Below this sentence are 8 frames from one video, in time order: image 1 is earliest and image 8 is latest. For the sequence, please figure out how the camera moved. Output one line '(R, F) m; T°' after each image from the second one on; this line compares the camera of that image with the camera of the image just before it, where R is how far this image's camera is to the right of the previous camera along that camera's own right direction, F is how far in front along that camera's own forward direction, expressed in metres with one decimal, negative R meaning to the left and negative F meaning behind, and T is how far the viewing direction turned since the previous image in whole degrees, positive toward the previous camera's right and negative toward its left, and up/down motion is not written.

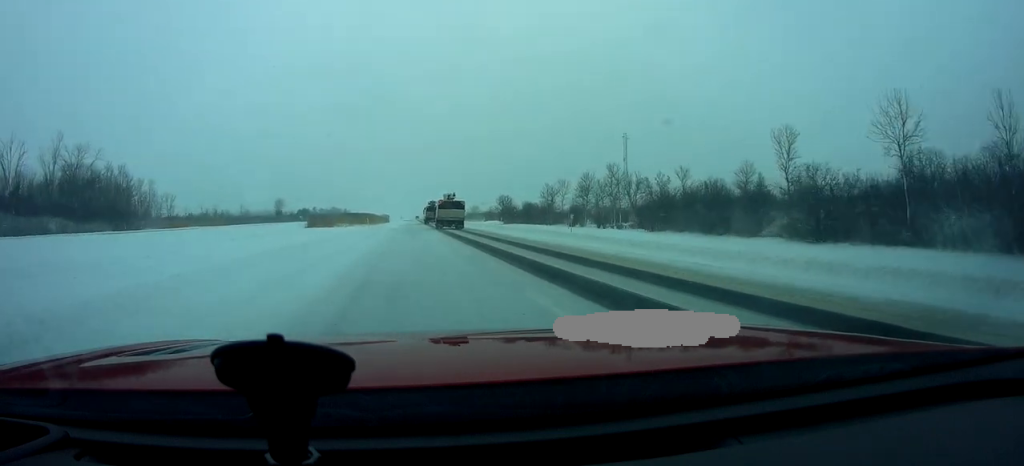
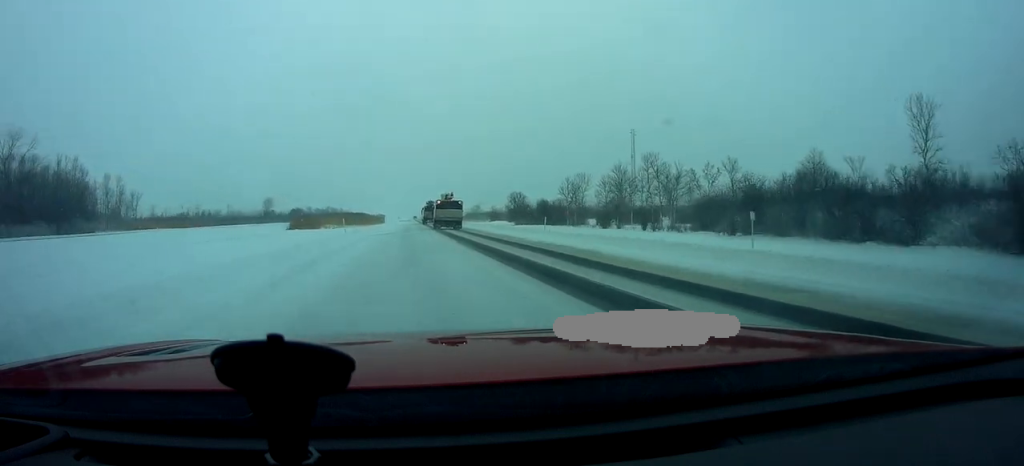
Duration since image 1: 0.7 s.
(+0.1, +16.0) m; 0°
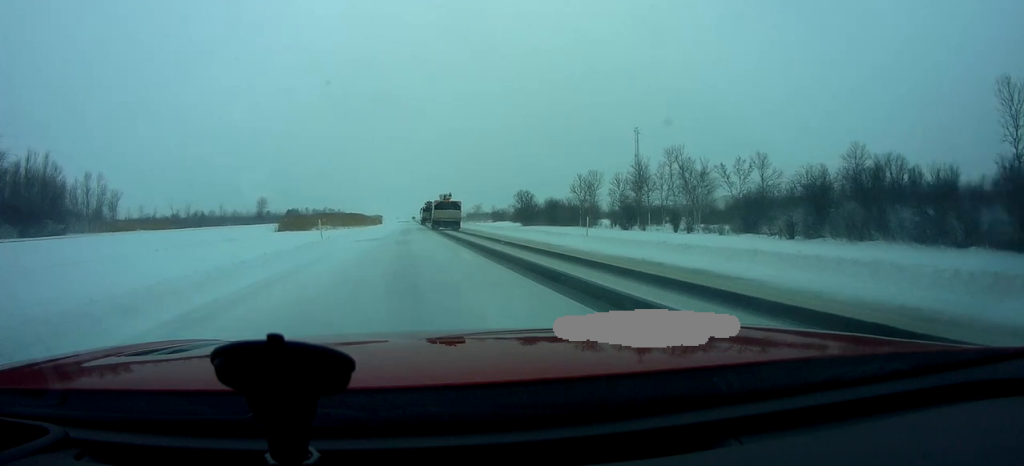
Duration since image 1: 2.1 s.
(-0.4, +28.2) m; -1°
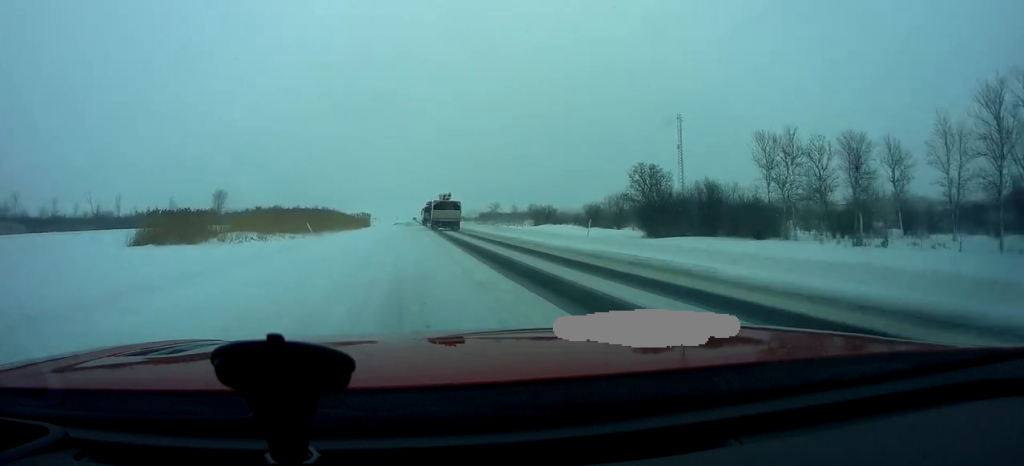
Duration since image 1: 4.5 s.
(0.0, +54.5) m; 0°
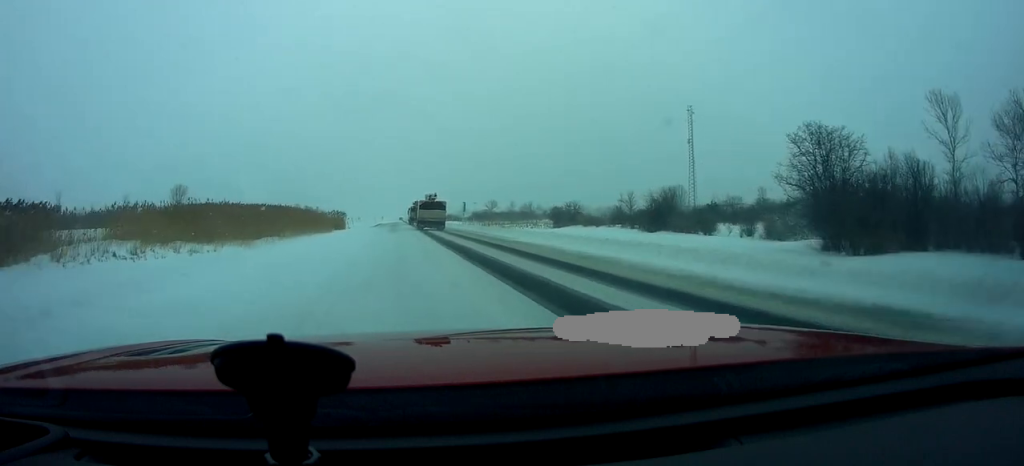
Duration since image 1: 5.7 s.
(-0.1, +26.8) m; 0°
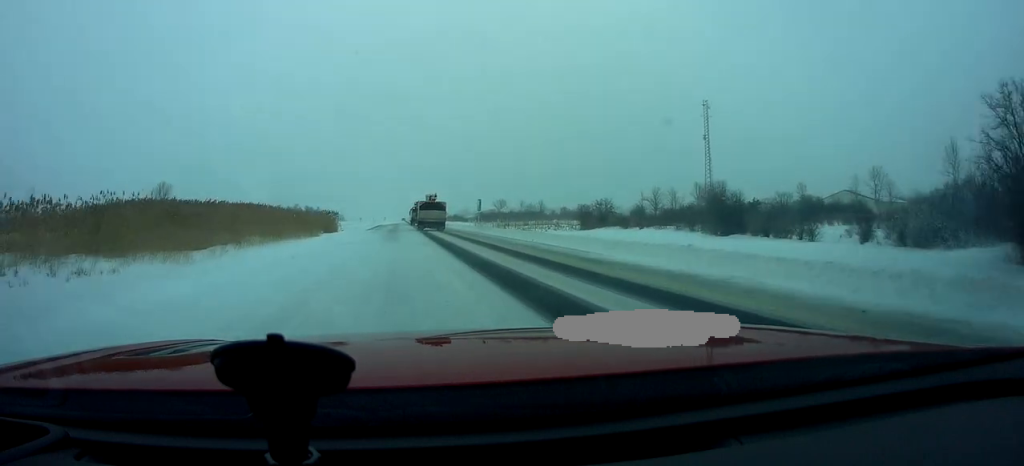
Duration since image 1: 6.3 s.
(0.0, +14.1) m; 0°
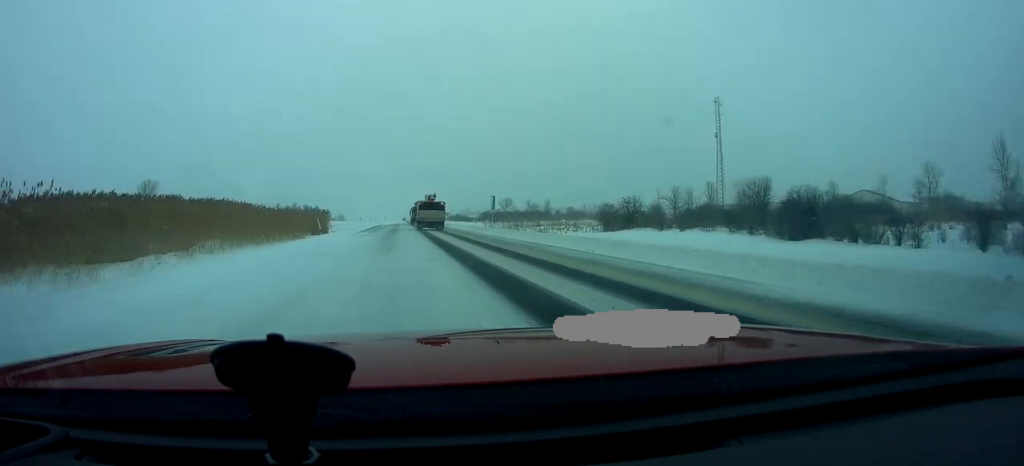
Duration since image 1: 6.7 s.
(0.0, +10.1) m; 0°
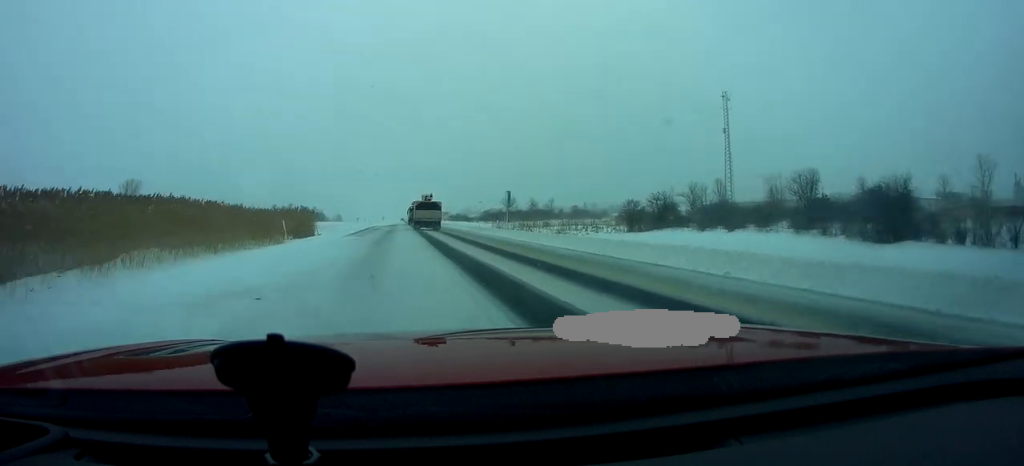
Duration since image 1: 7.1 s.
(+0.1, +9.3) m; 0°
